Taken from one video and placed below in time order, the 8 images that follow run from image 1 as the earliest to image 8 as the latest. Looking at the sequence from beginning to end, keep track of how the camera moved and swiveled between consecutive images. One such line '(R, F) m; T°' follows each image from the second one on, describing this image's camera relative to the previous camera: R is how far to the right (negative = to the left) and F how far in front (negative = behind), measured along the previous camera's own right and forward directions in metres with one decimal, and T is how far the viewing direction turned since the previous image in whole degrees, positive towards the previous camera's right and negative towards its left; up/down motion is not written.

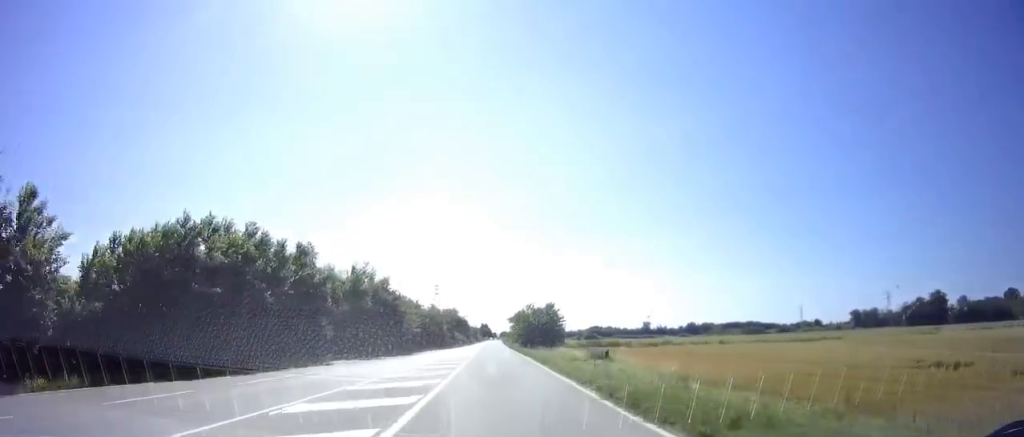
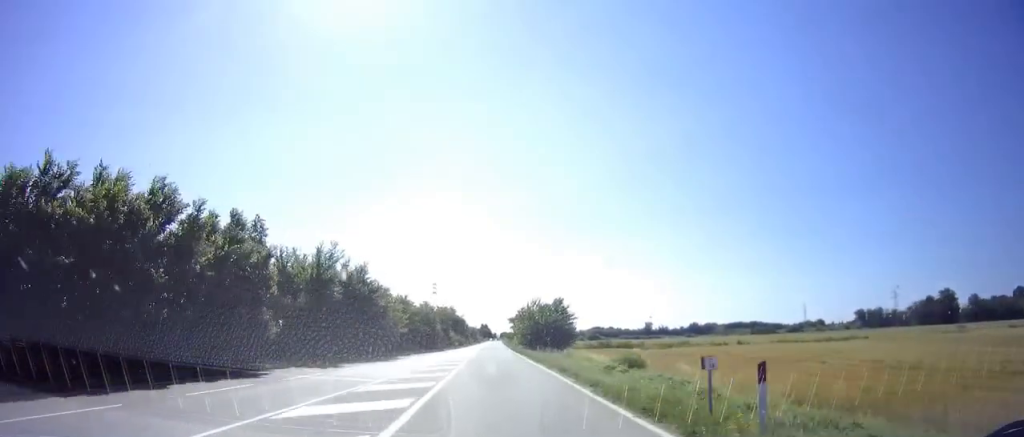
(-0.1, +8.3) m; 0°
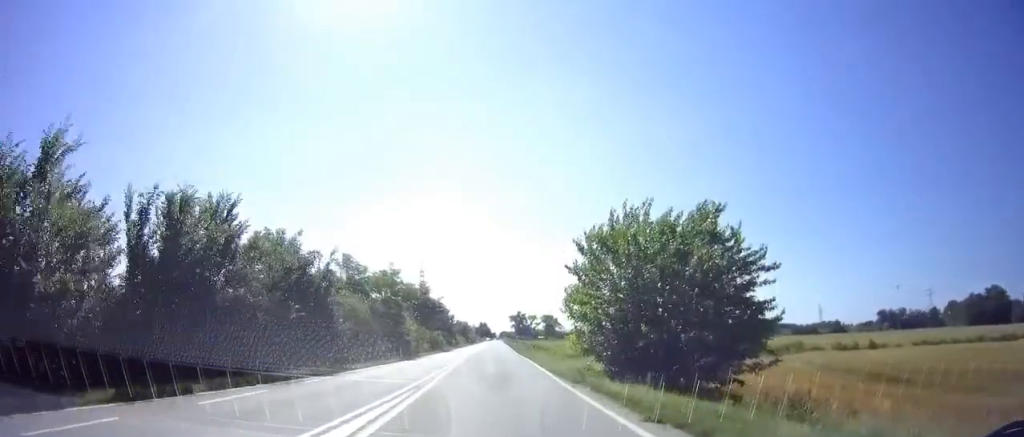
(+0.8, +43.6) m; +1°
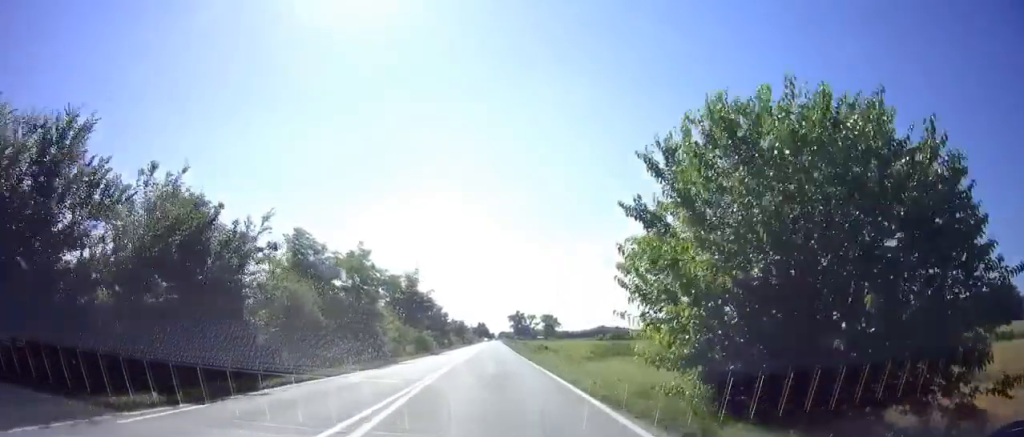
(0.0, +9.0) m; 0°
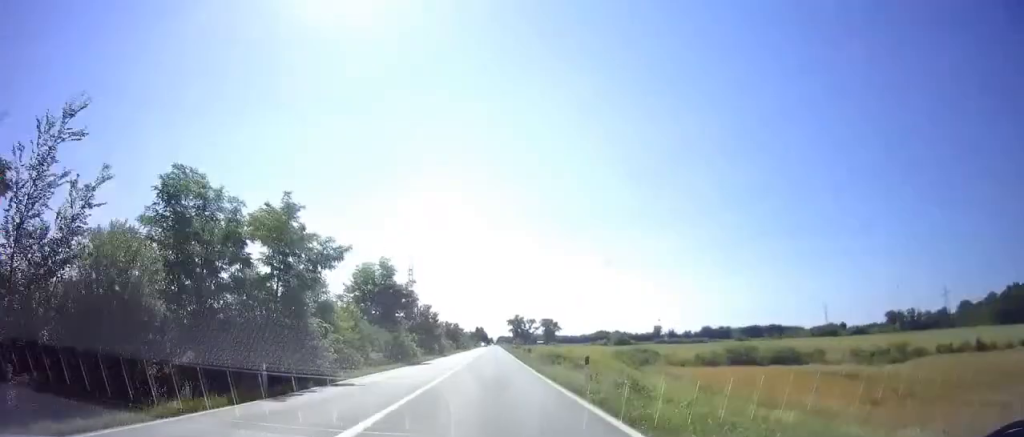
(0.0, +12.2) m; 0°
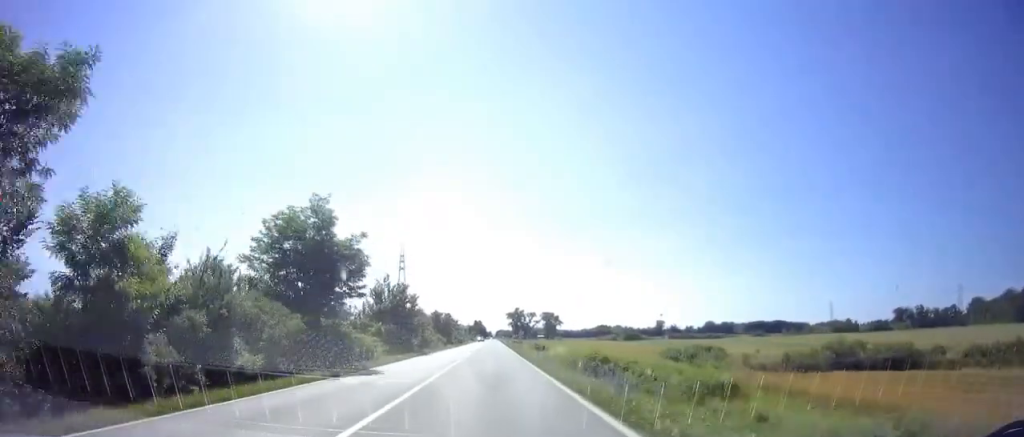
(0.0, +16.0) m; 0°
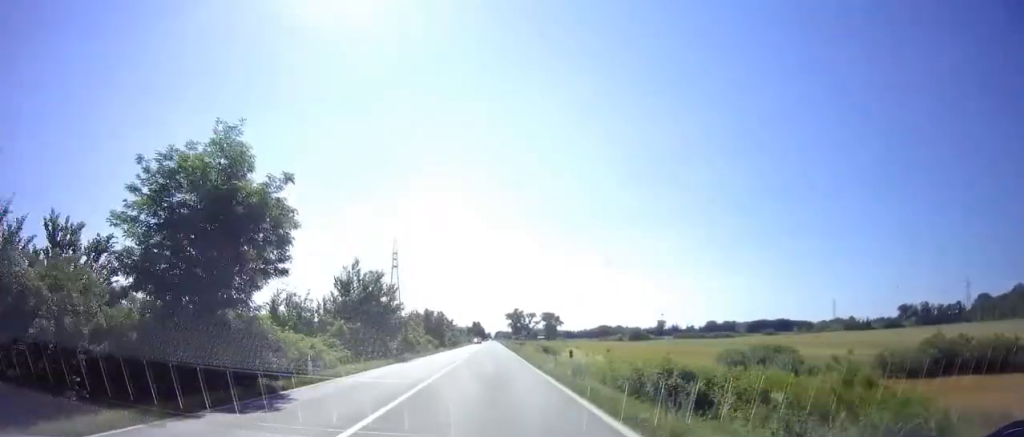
(0.0, +9.6) m; 0°
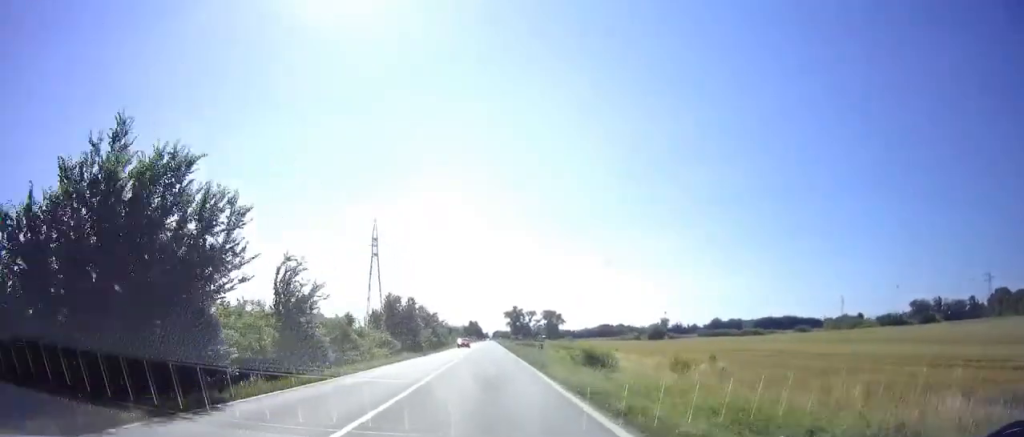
(-0.1, +23.7) m; 0°
